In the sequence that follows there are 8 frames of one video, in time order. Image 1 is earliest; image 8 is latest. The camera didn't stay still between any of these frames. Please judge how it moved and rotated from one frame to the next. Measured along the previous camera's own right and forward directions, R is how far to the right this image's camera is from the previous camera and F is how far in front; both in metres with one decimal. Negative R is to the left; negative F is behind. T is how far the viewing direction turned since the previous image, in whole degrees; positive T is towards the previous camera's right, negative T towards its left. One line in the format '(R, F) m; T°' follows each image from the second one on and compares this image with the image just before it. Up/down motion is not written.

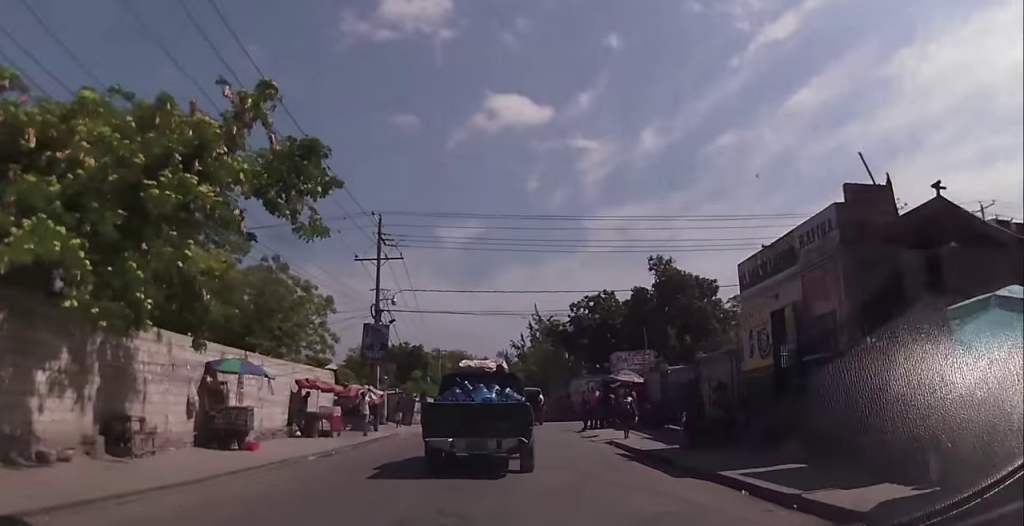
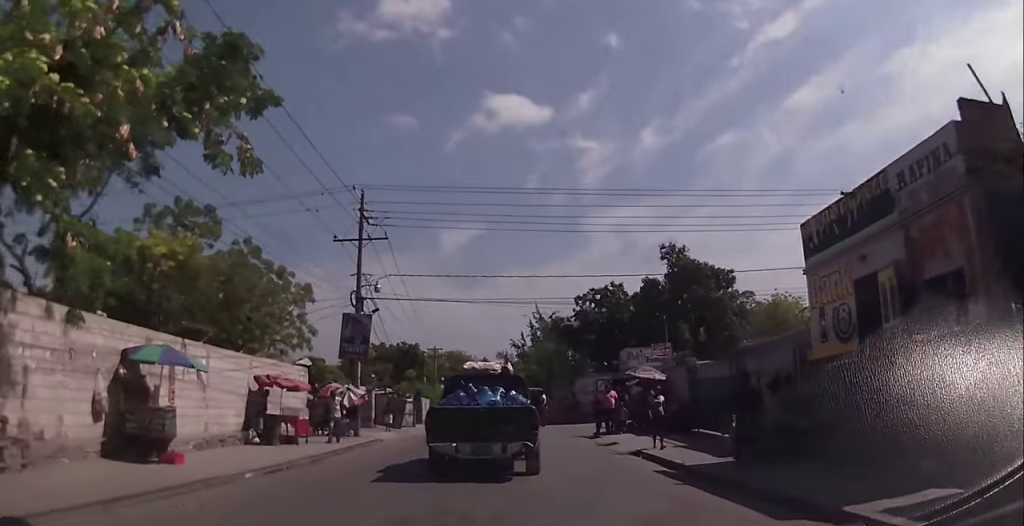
(0.0, +4.1) m; 0°
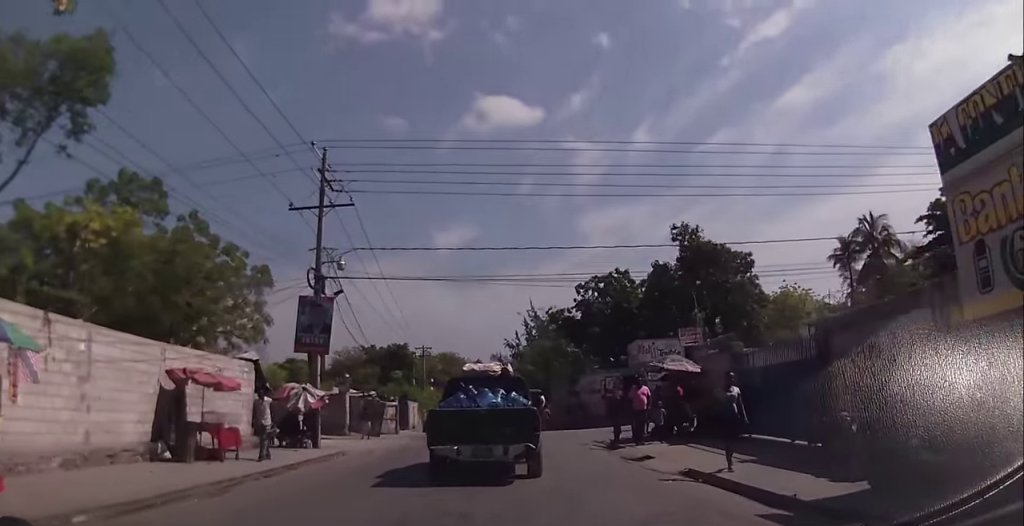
(0.0, +5.3) m; +2°
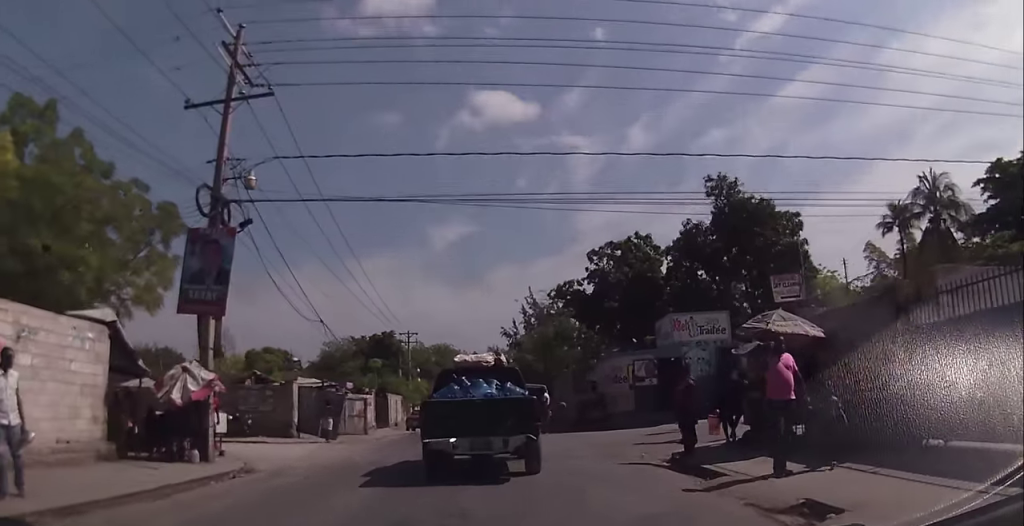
(+0.4, +8.4) m; +3°
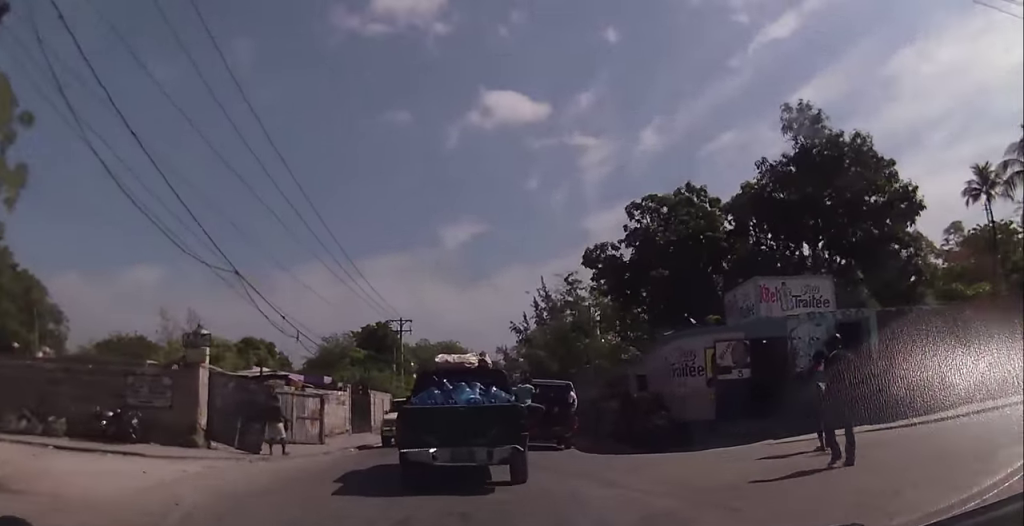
(0.0, +9.5) m; -1°
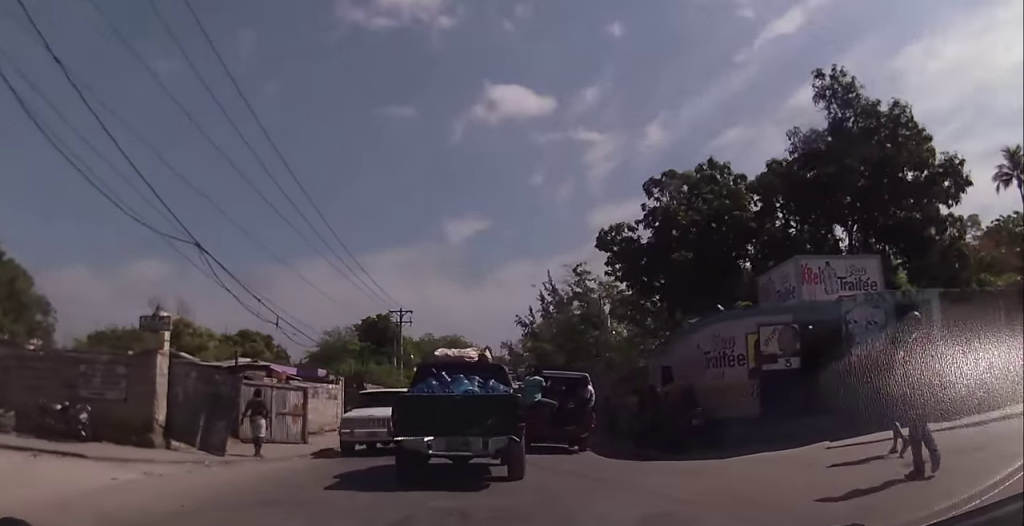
(0.0, +2.9) m; -1°
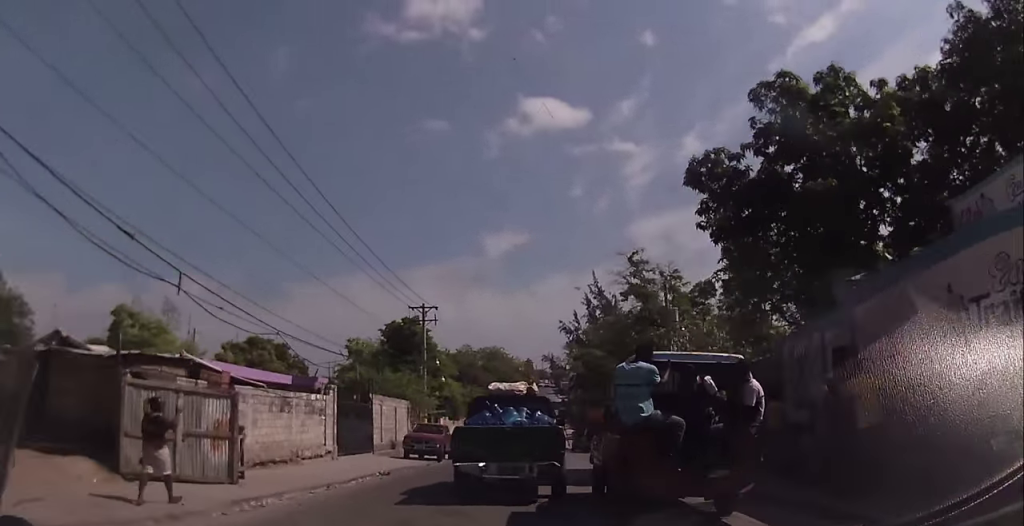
(-1.0, +9.0) m; -11°
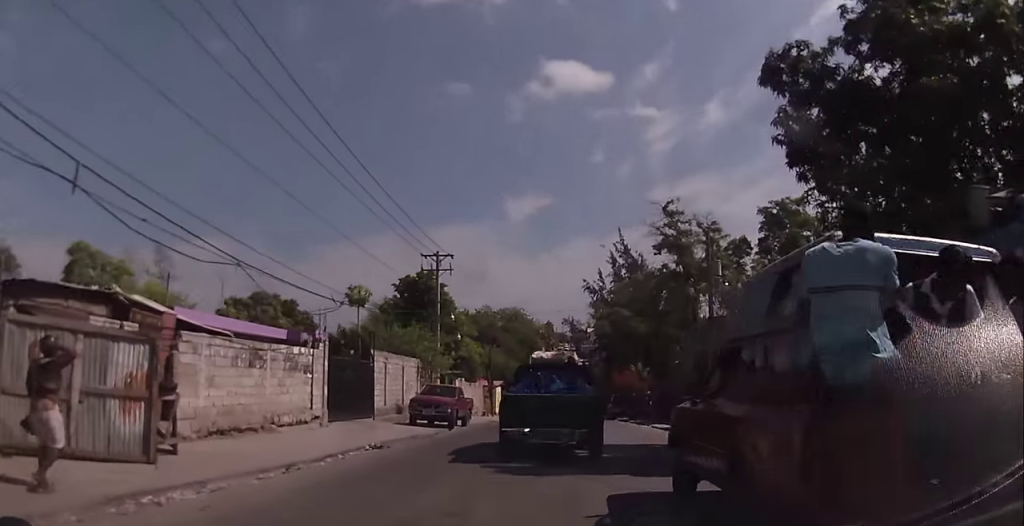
(-0.2, +4.0) m; 0°
